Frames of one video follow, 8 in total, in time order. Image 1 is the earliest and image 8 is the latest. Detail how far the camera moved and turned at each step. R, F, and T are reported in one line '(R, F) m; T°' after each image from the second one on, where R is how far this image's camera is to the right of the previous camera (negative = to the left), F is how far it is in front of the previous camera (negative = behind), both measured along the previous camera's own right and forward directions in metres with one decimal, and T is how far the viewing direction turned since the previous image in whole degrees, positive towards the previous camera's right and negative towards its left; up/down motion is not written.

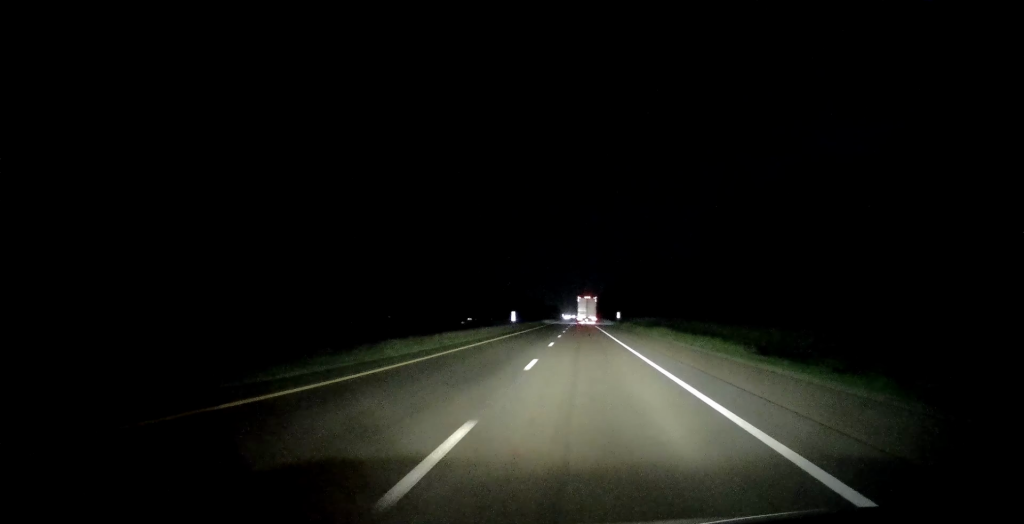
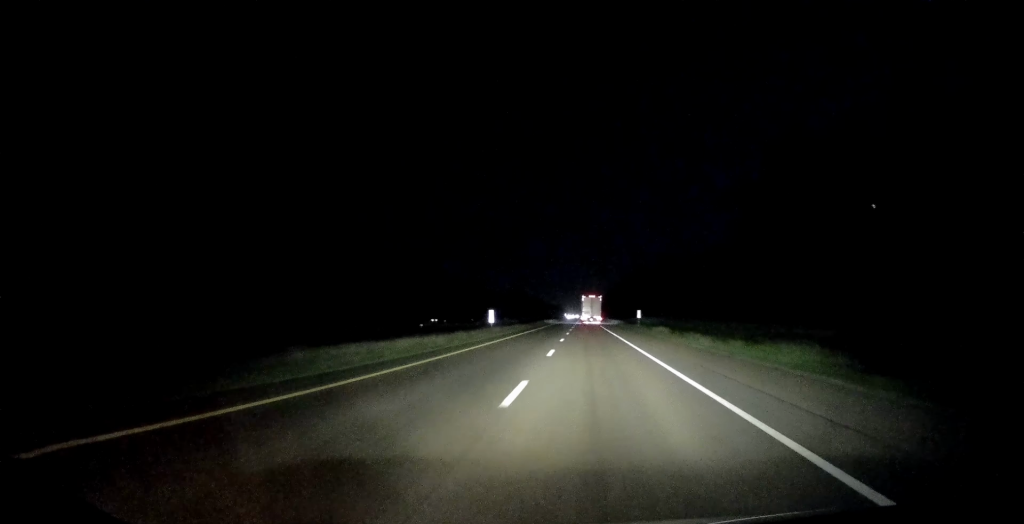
(-0.5, +30.6) m; 0°
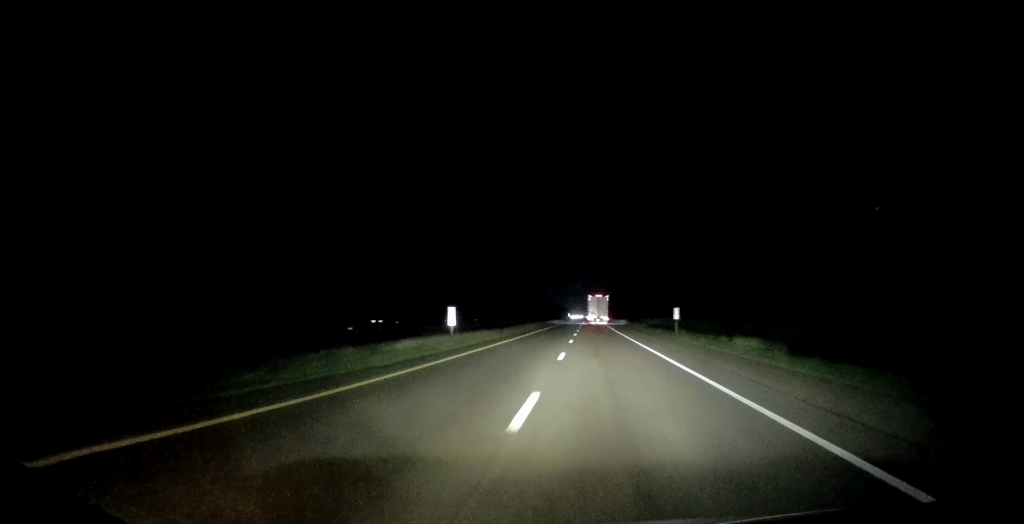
(+0.2, +27.3) m; 0°
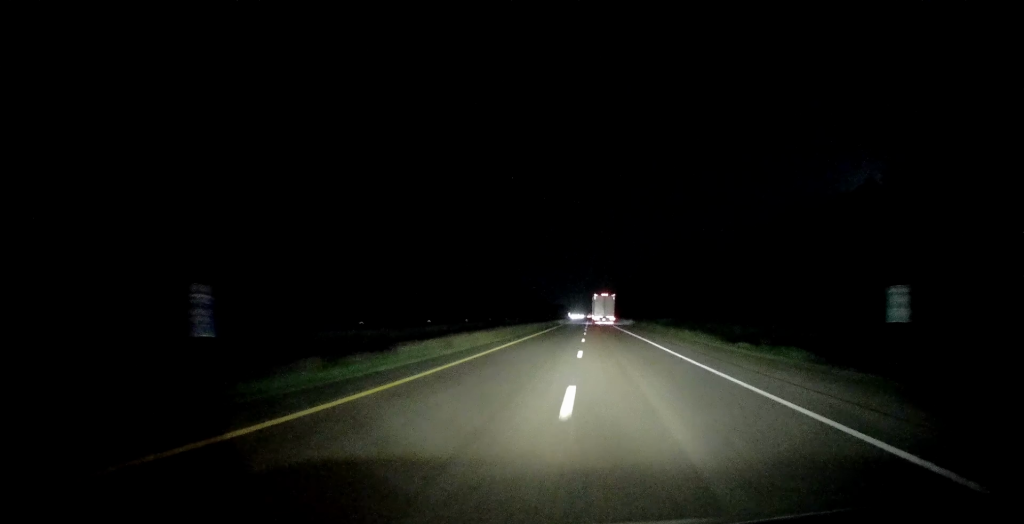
(0.0, +35.2) m; 0°
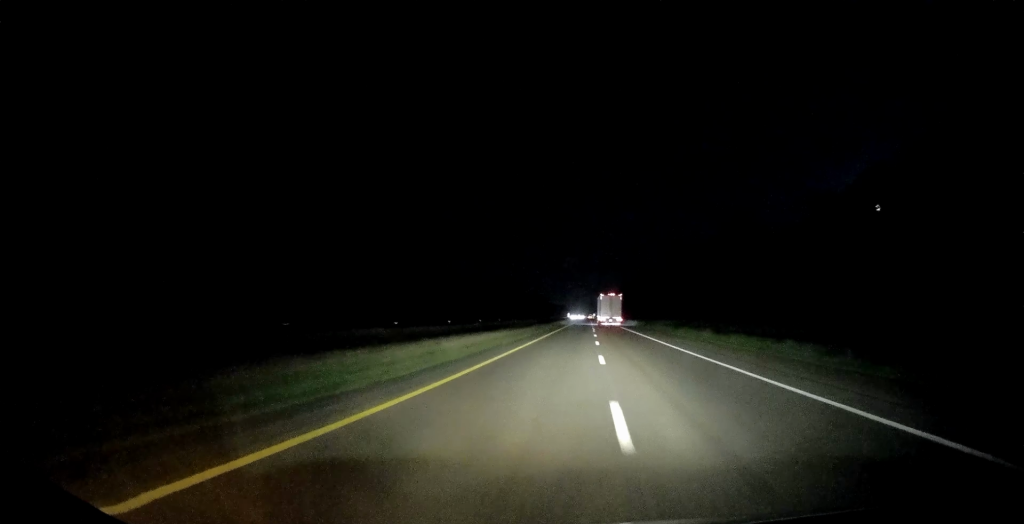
(0.0, +38.6) m; 0°
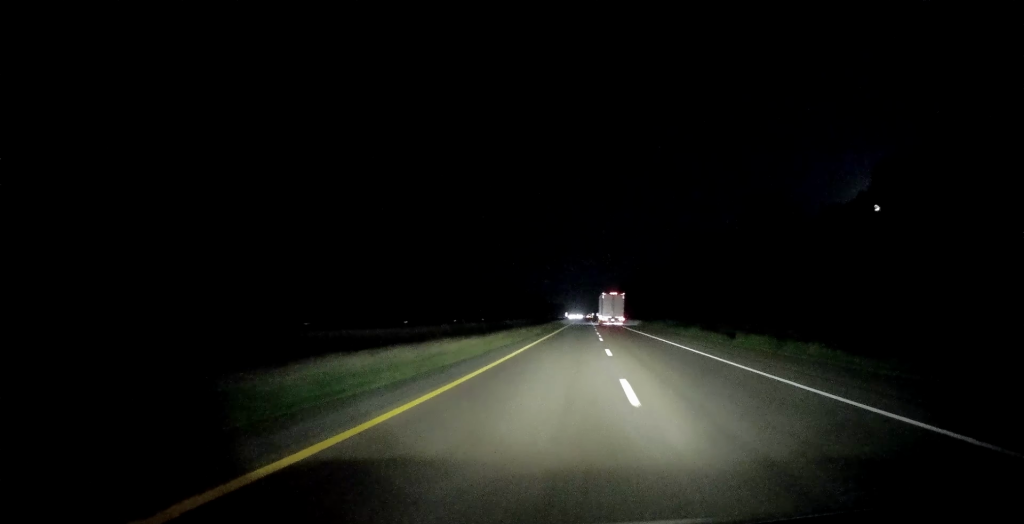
(0.0, +20.4) m; 0°
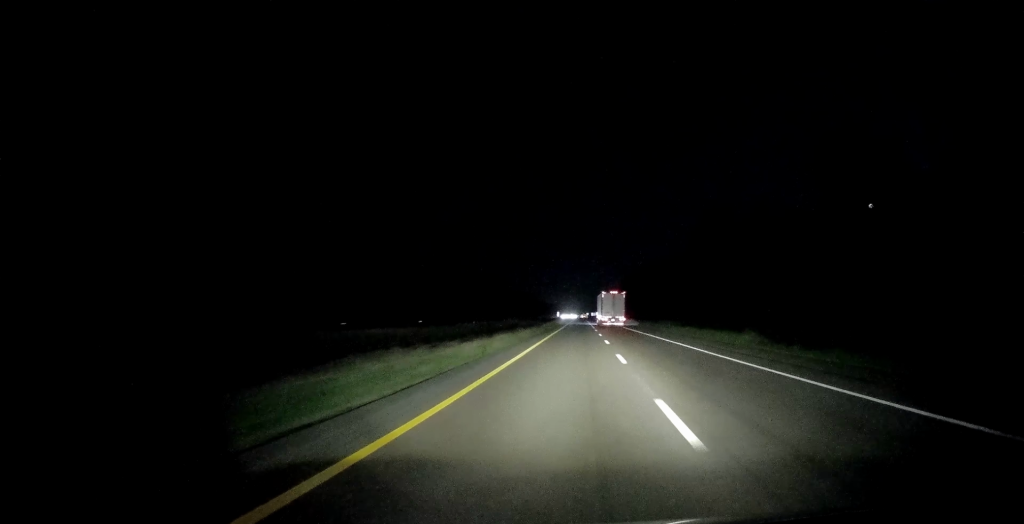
(-0.3, +39.6) m; -1°
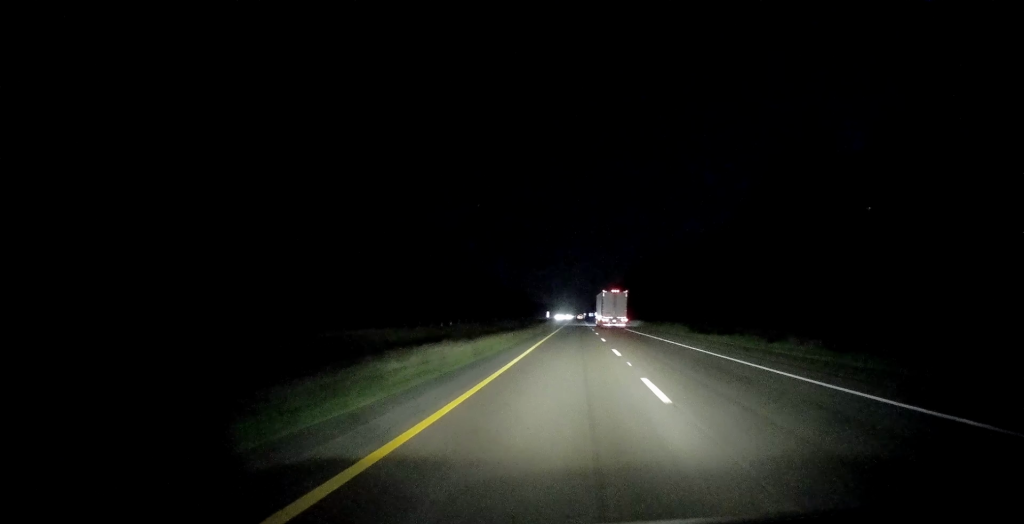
(-0.2, +56.0) m; 0°
